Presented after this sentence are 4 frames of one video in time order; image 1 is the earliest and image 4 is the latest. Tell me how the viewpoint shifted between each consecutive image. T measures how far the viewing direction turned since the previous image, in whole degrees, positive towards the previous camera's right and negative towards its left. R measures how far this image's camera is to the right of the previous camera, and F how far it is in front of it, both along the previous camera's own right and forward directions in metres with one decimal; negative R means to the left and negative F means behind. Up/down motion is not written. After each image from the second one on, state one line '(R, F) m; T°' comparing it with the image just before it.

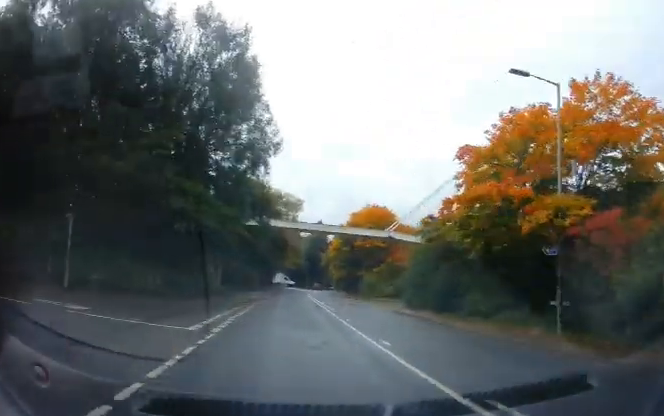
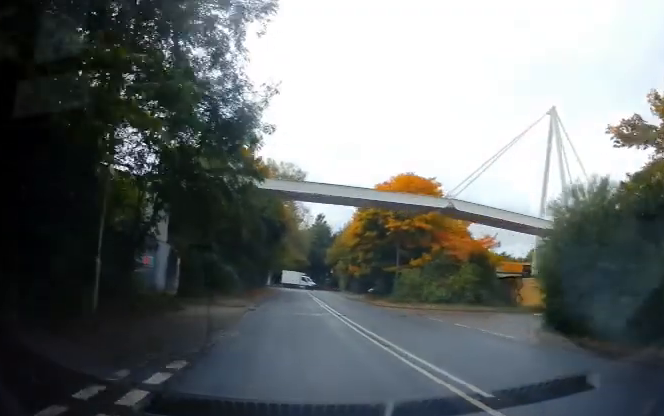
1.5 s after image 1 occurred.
(+1.5, +15.1) m; -12°
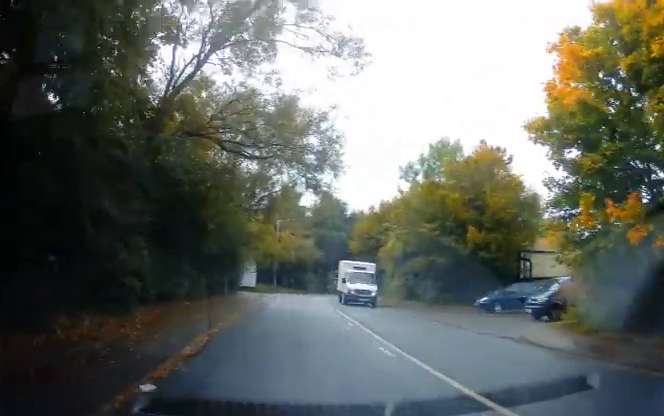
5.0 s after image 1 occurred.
(+0.9, +34.6) m; -10°
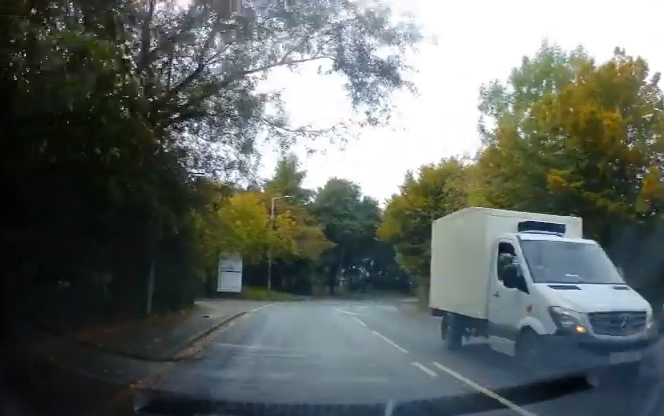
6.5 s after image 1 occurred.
(+0.8, +16.2) m; +12°
